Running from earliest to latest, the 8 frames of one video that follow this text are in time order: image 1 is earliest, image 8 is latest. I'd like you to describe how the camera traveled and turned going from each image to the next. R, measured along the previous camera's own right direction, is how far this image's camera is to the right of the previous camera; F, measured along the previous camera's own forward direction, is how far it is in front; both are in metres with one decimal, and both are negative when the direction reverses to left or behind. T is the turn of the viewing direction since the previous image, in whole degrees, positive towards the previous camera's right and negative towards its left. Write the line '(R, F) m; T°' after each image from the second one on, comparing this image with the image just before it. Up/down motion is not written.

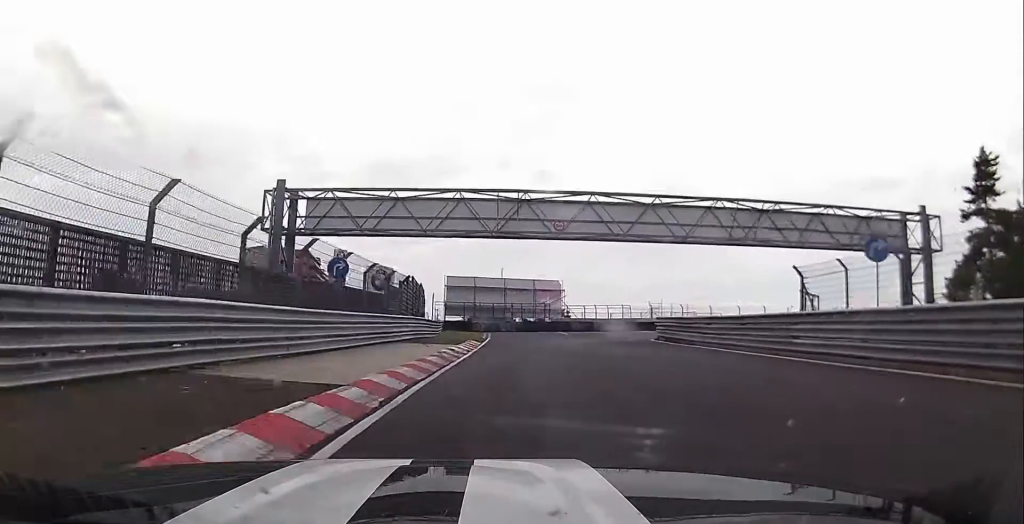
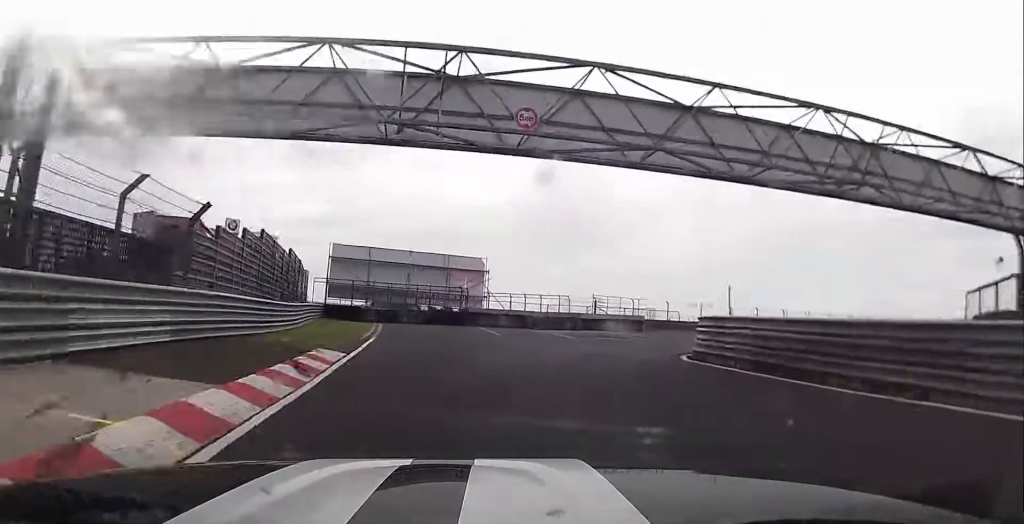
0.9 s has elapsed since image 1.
(-0.1, +16.9) m; +9°
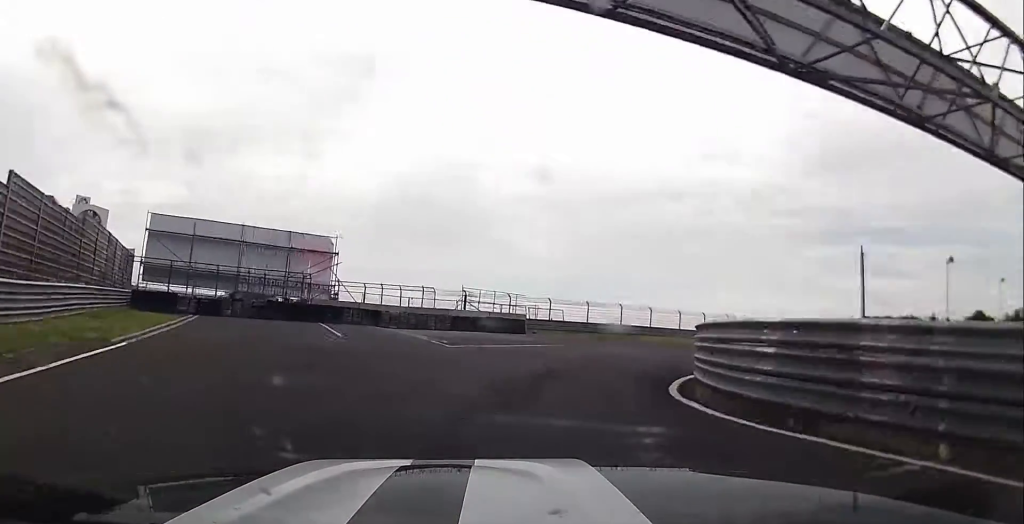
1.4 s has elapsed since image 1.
(+1.2, +9.5) m; +11°
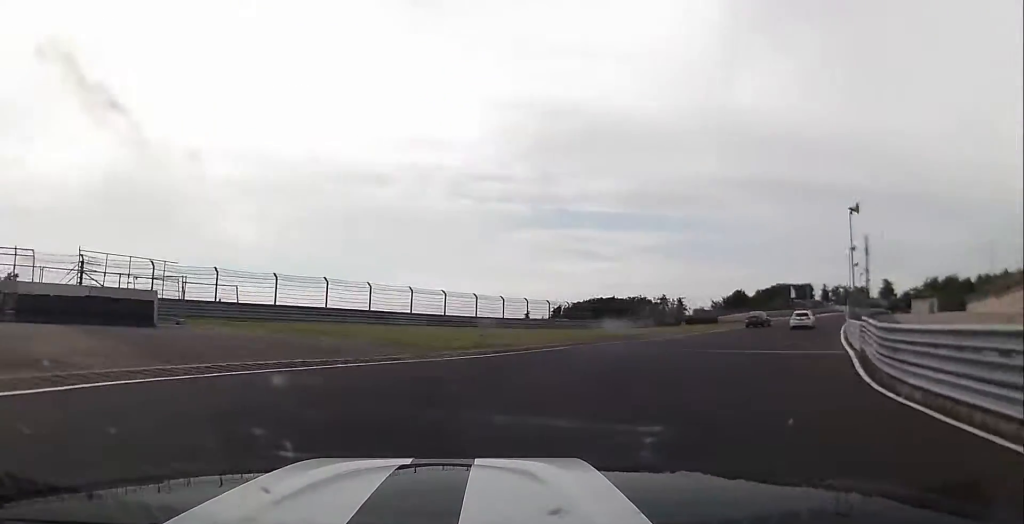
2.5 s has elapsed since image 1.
(+4.1, +20.4) m; +23°
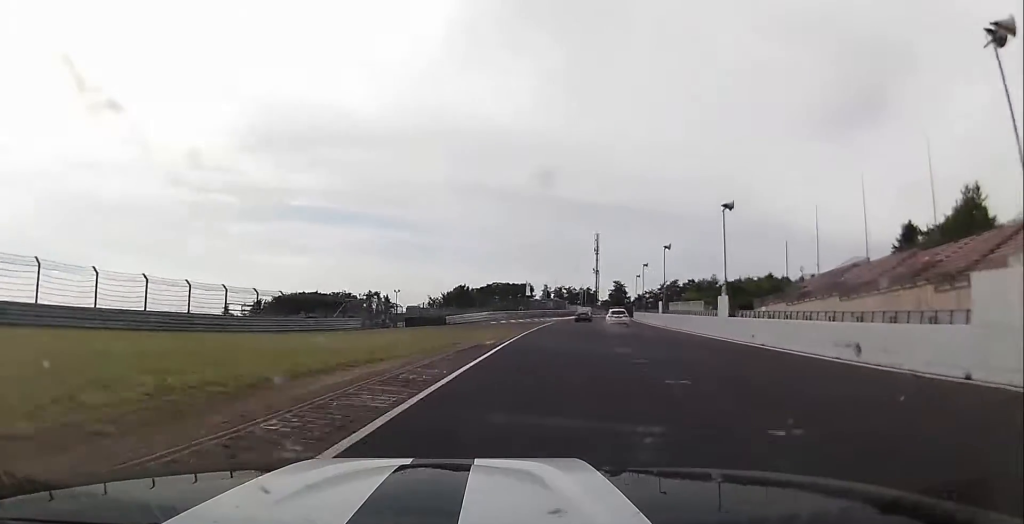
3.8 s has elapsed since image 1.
(+5.4, +26.1) m; +22°
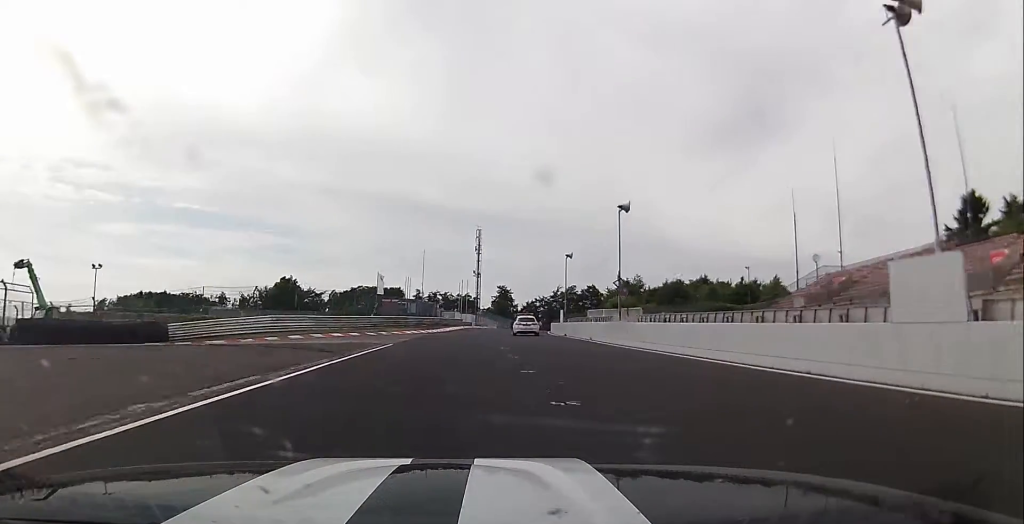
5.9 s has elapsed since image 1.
(+6.8, +47.2) m; +10°
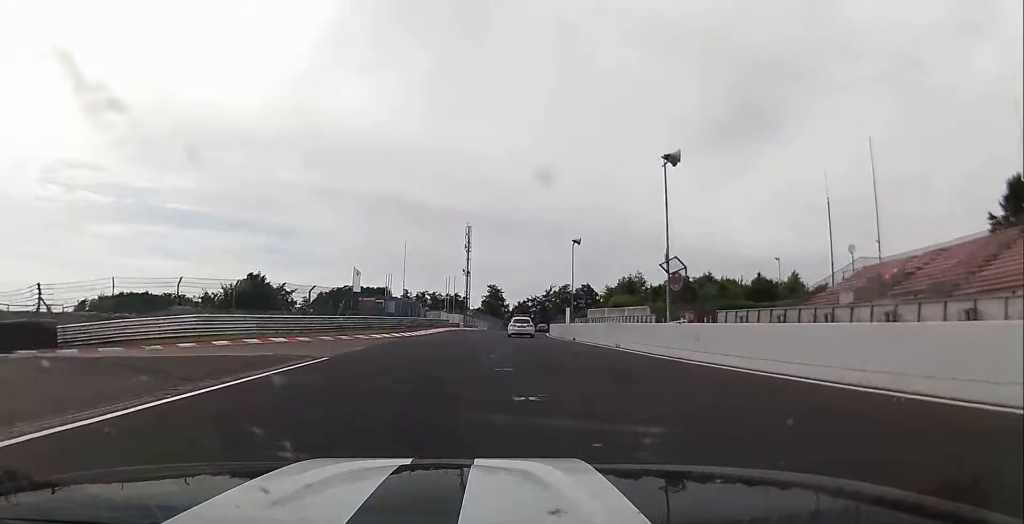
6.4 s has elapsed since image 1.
(0.0, +10.5) m; 0°
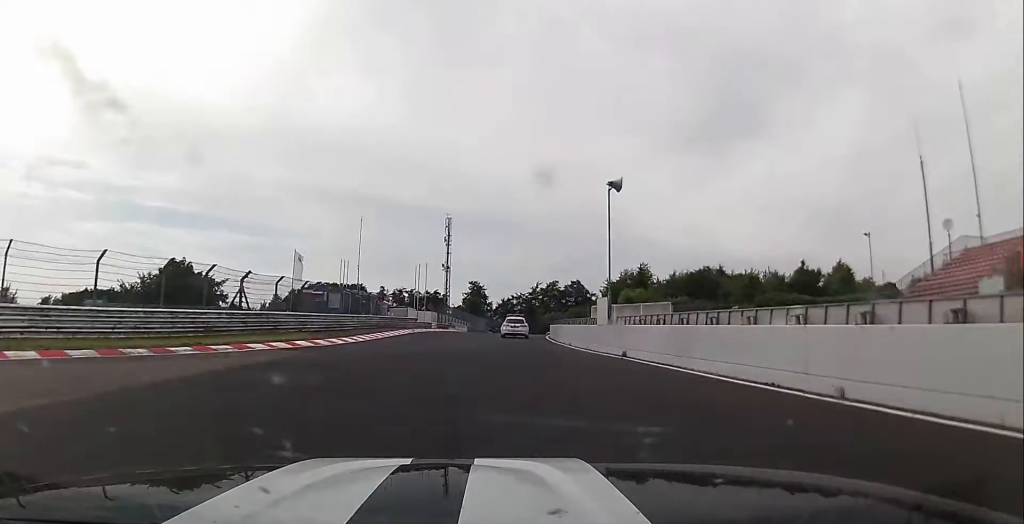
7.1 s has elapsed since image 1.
(+0.1, +18.6) m; +1°
